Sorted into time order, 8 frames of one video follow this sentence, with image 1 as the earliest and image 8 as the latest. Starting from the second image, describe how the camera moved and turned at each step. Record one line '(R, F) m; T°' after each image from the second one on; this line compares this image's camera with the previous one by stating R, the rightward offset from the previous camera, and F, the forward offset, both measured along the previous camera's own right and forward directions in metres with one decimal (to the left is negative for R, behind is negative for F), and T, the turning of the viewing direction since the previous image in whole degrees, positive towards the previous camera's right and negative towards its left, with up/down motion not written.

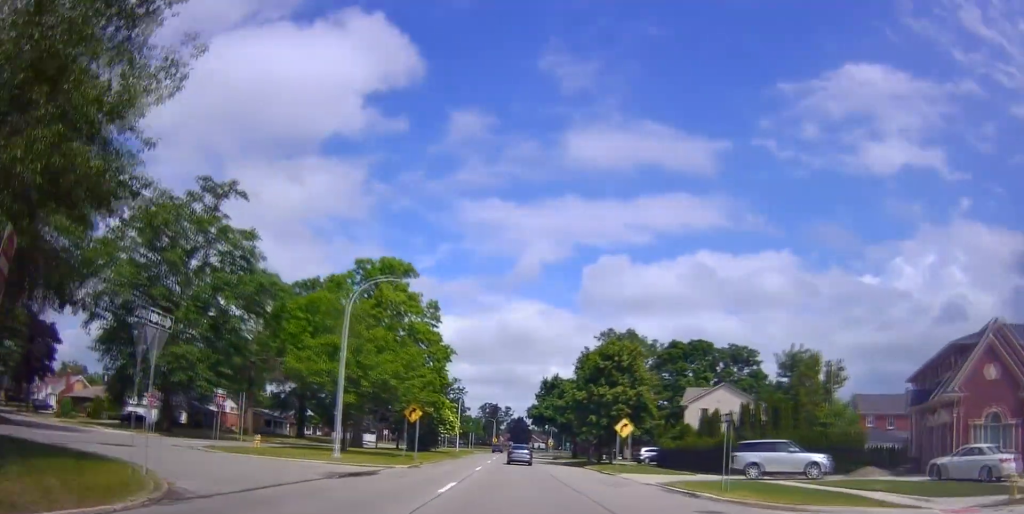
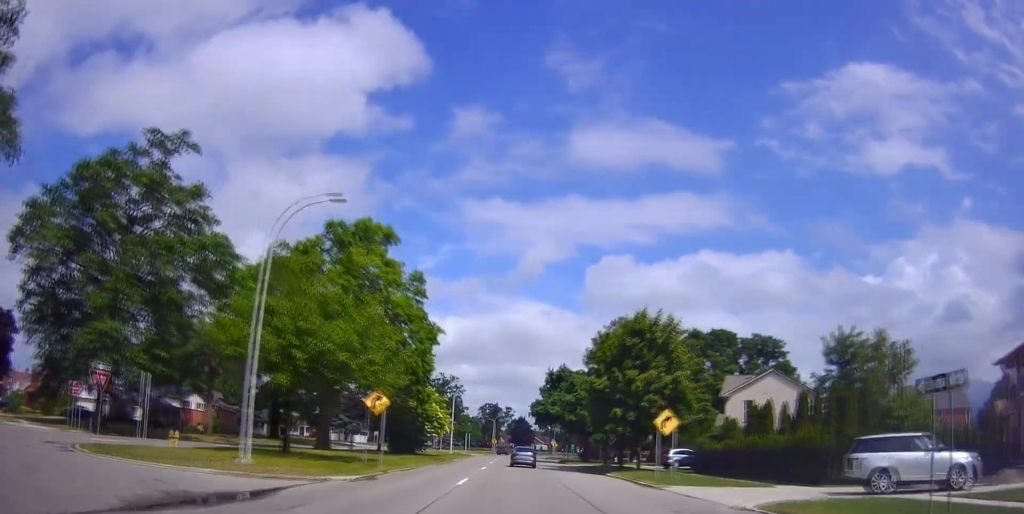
(0.0, +10.5) m; 0°
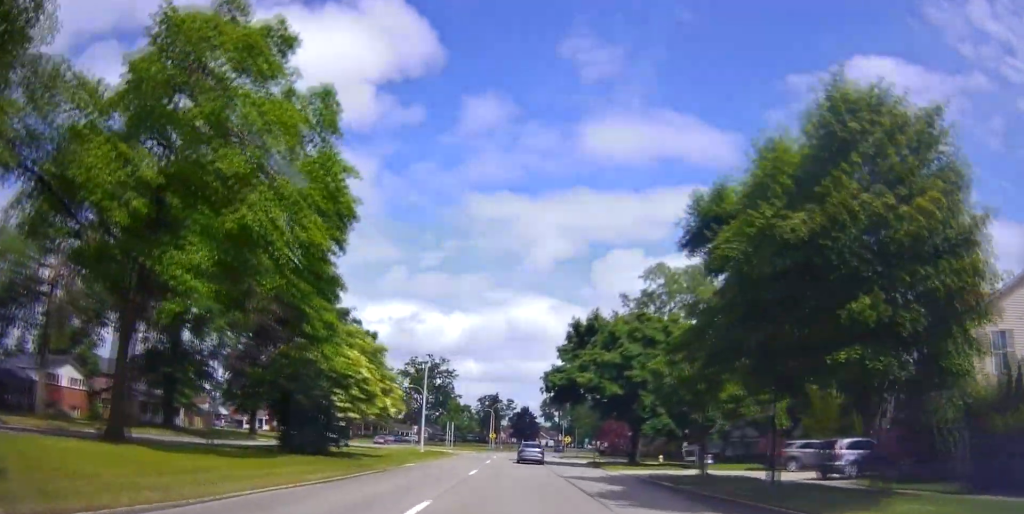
(-0.1, +26.8) m; -3°
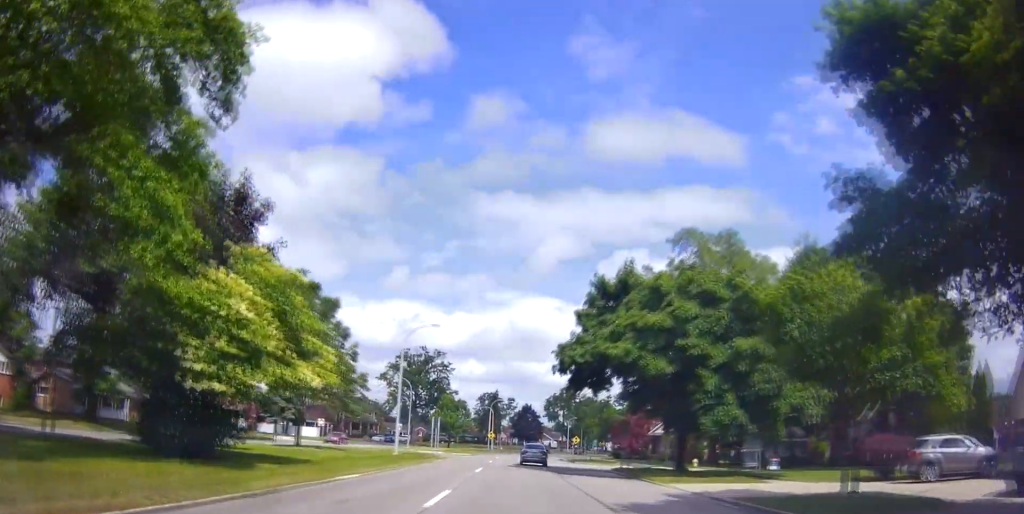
(-0.3, +12.1) m; -1°
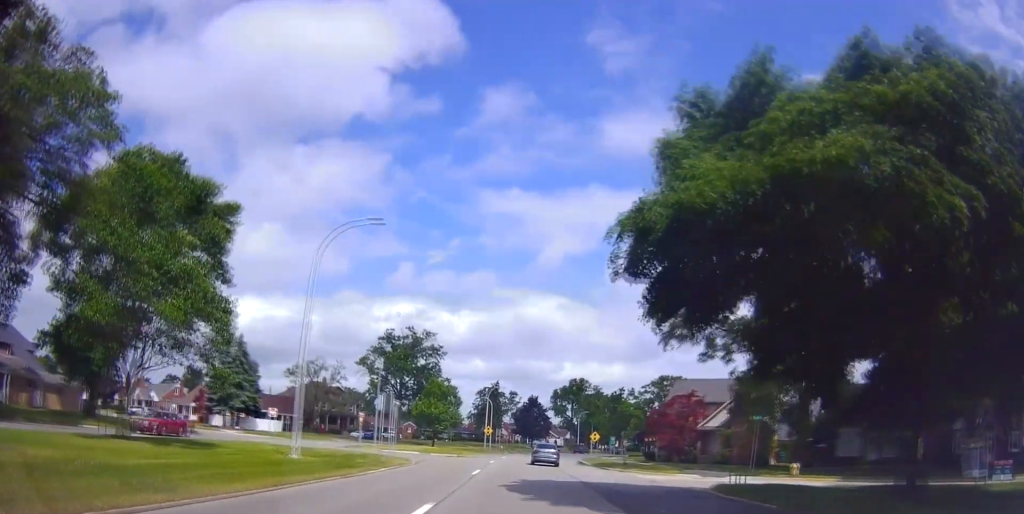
(-0.1, +19.5) m; +1°
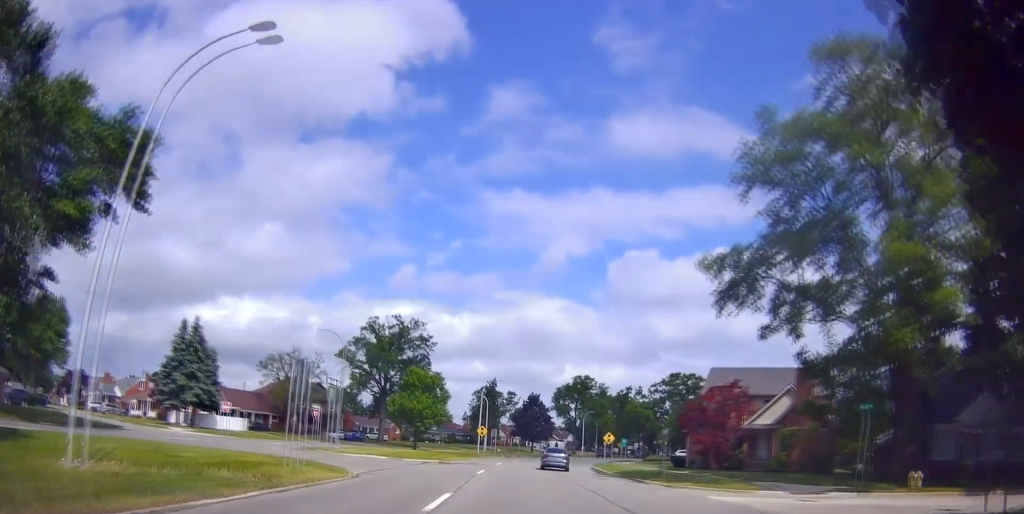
(+0.2, +12.2) m; 0°
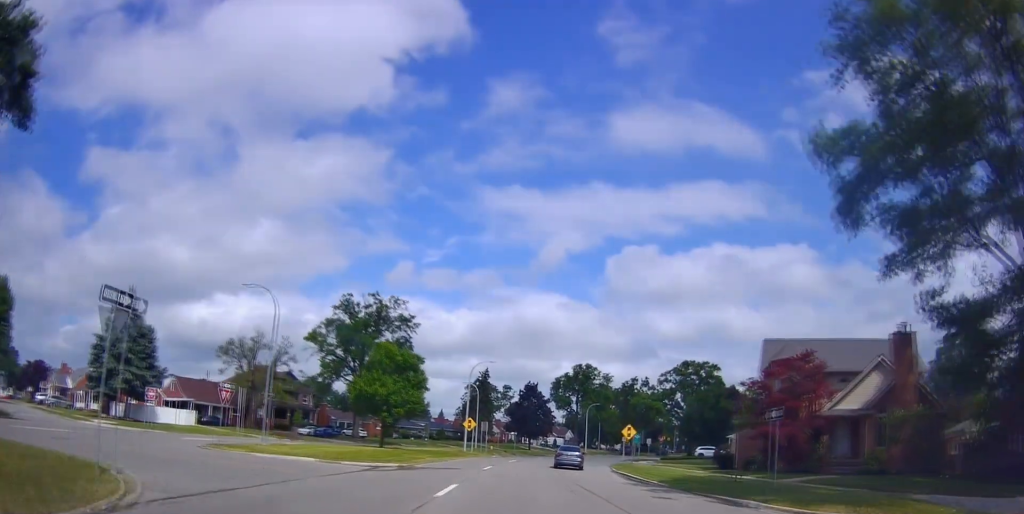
(-0.1, +13.4) m; 0°
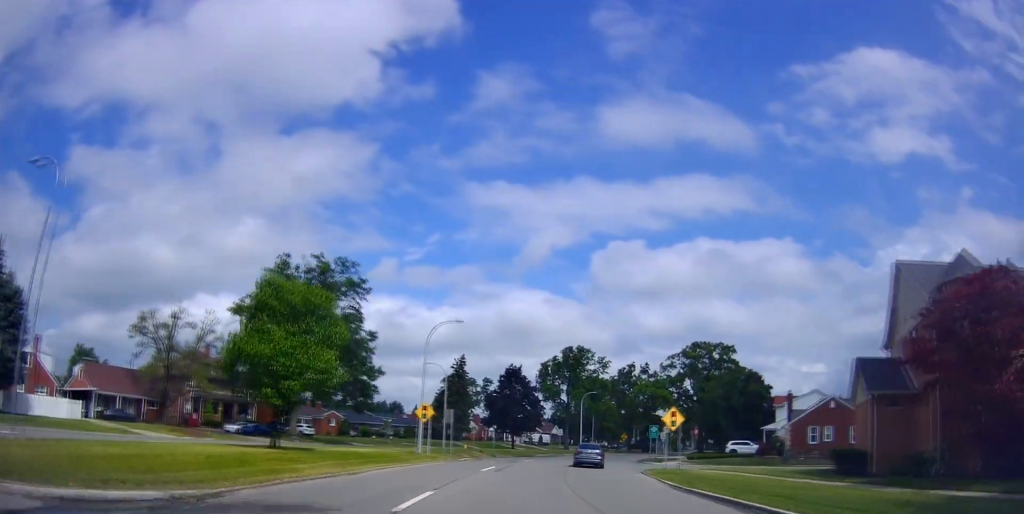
(+0.2, +18.8) m; 0°
